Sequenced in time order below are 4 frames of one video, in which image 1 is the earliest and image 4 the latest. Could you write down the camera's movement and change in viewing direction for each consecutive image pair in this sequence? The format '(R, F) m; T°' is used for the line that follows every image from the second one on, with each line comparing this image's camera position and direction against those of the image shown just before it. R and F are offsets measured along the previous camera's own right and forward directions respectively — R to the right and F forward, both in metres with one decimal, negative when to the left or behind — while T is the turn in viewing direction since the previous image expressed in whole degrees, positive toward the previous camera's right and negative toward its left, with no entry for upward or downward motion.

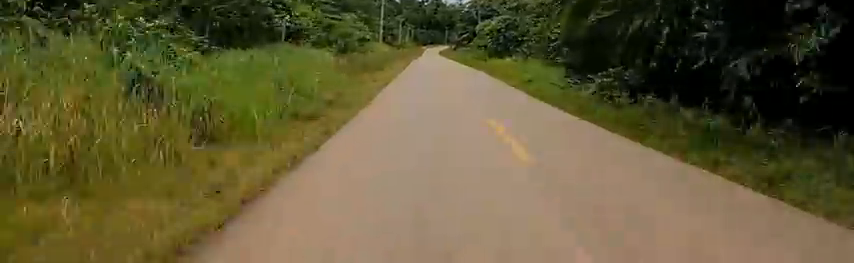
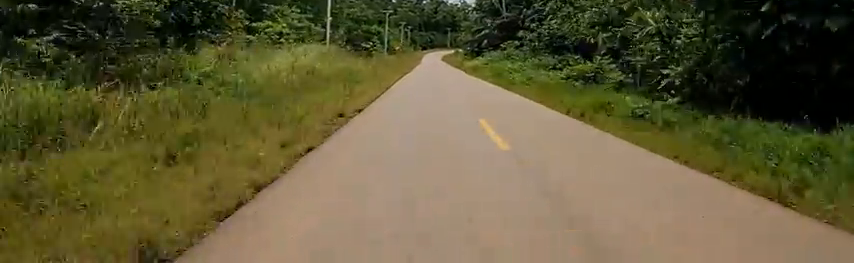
(+0.5, +39.8) m; +4°
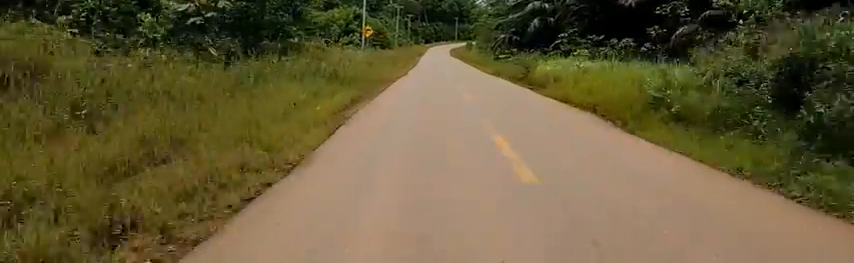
(-0.3, +34.5) m; -4°
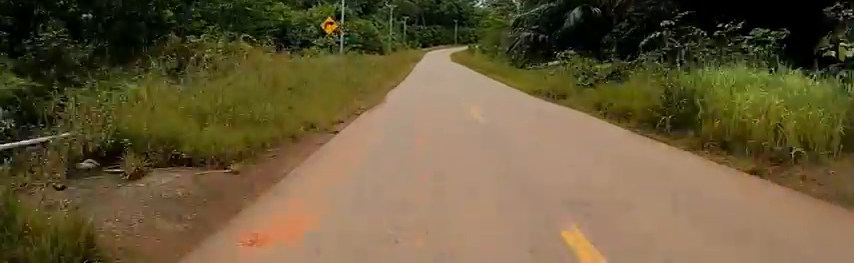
(0.0, +12.7) m; 0°
